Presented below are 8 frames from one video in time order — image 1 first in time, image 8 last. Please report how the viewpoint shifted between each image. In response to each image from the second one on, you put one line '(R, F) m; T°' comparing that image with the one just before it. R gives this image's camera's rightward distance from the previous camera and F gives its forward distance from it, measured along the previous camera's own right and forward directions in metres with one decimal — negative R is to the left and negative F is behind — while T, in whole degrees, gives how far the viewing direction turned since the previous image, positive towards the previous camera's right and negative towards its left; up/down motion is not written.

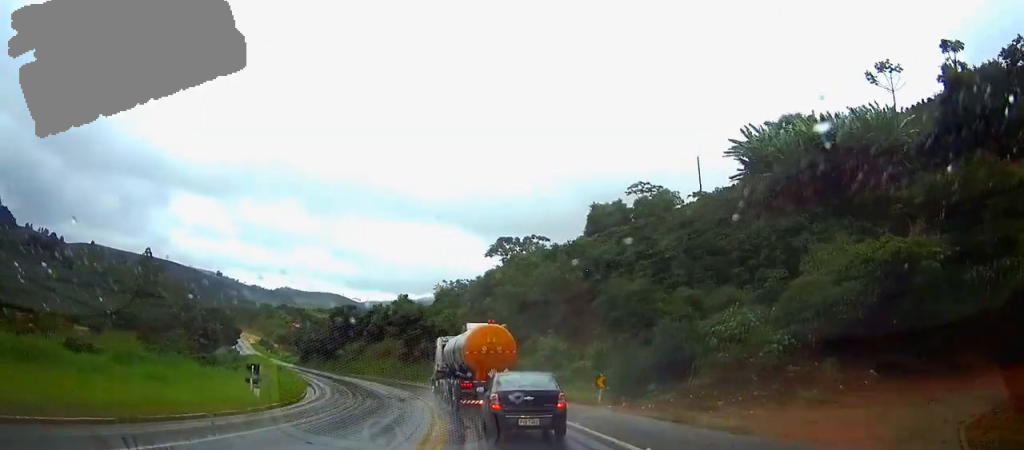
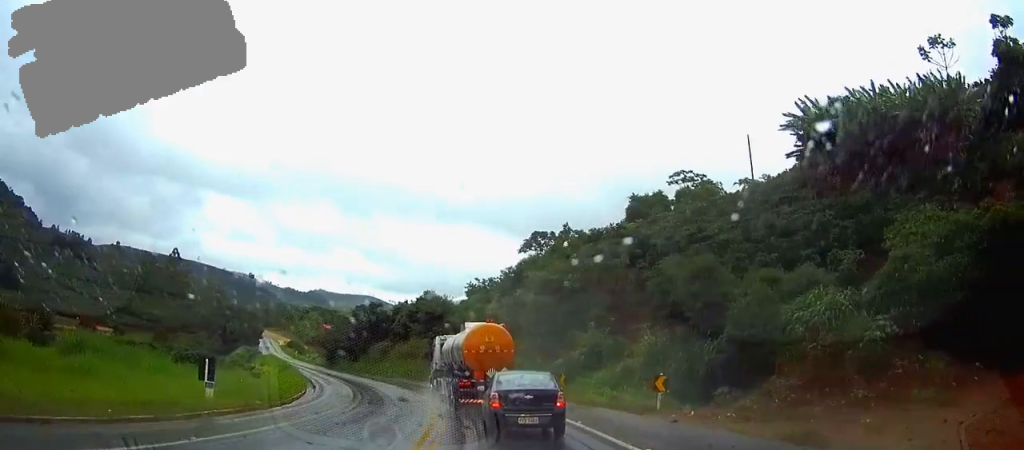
(0.0, +7.4) m; -3°
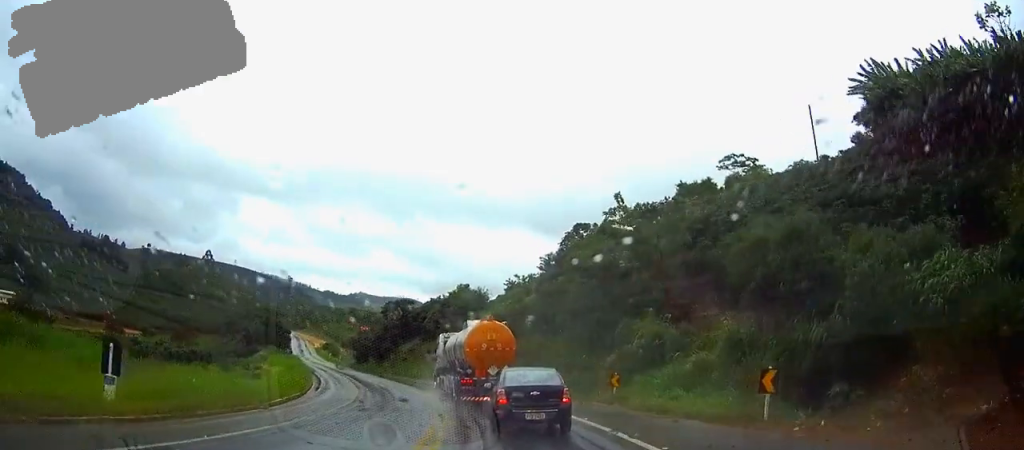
(-0.4, +8.1) m; -4°
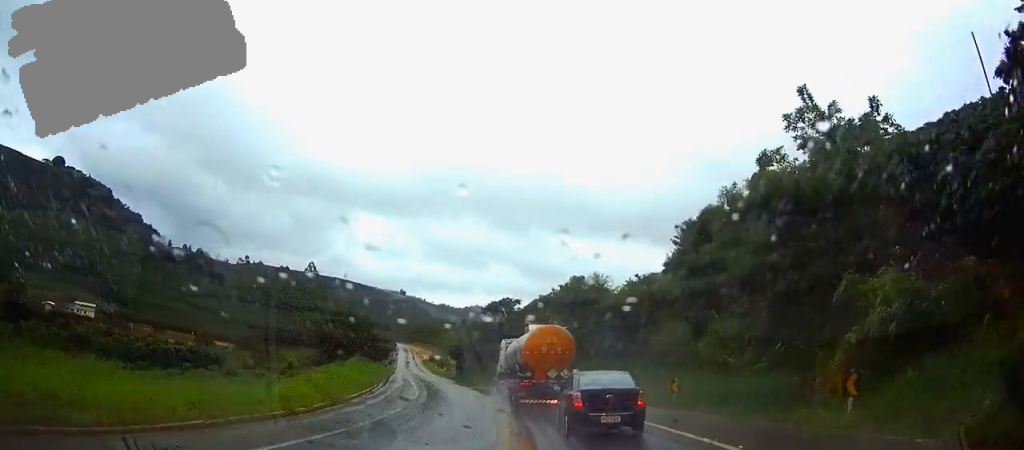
(-1.1, +15.8) m; -8°
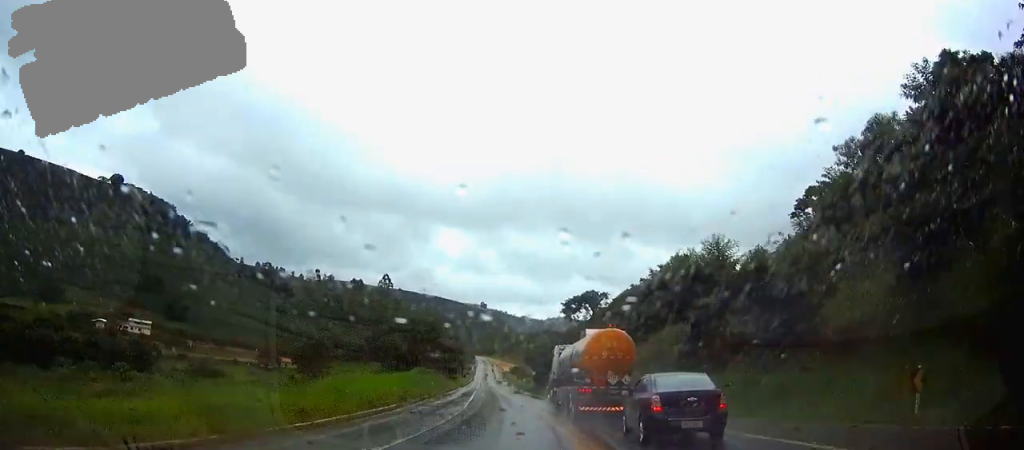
(-1.0, +16.0) m; -6°
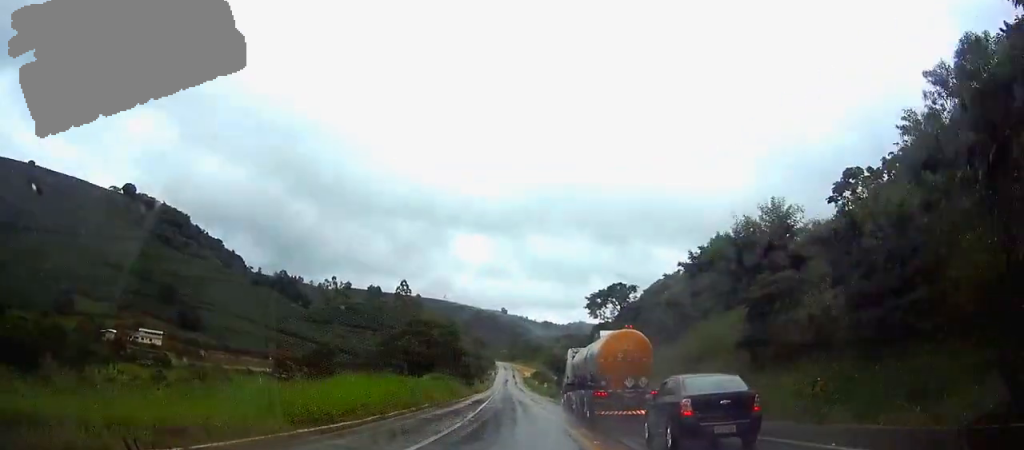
(-0.1, +7.9) m; -2°
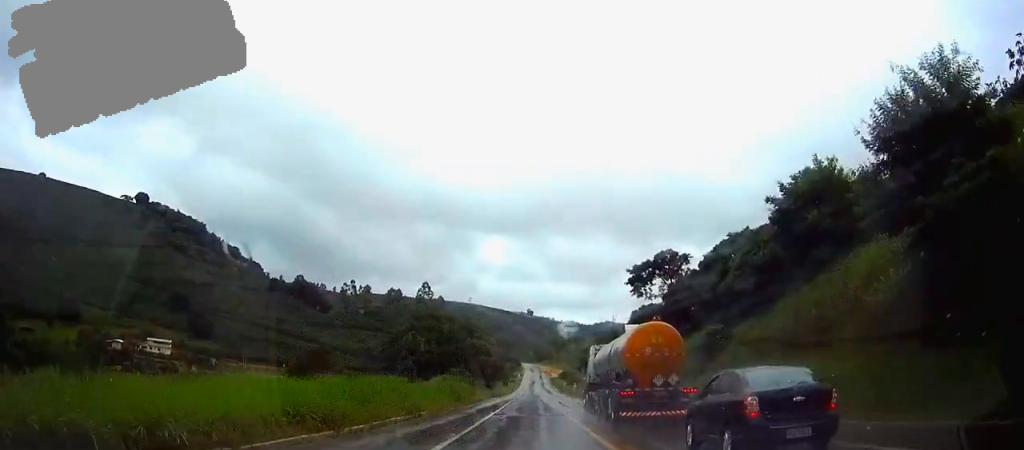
(-0.5, +15.3) m; -2°
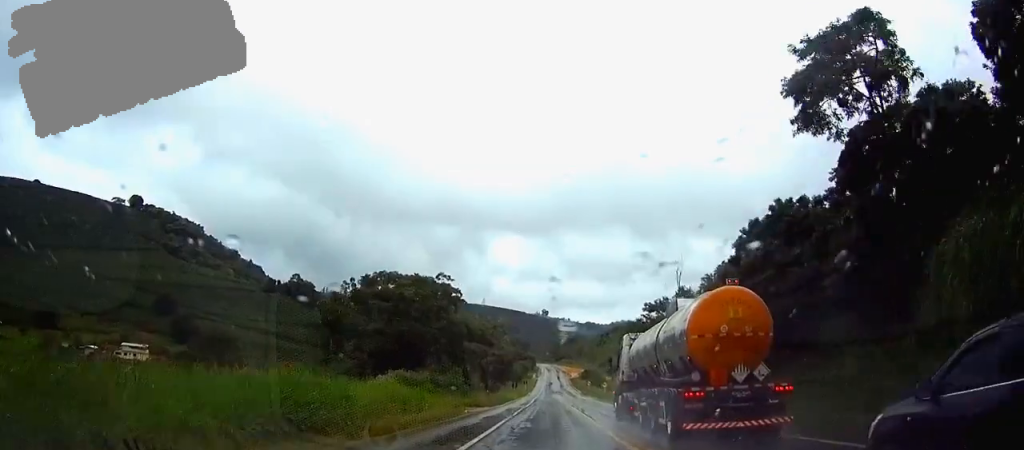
(-0.8, +34.9) m; -2°
